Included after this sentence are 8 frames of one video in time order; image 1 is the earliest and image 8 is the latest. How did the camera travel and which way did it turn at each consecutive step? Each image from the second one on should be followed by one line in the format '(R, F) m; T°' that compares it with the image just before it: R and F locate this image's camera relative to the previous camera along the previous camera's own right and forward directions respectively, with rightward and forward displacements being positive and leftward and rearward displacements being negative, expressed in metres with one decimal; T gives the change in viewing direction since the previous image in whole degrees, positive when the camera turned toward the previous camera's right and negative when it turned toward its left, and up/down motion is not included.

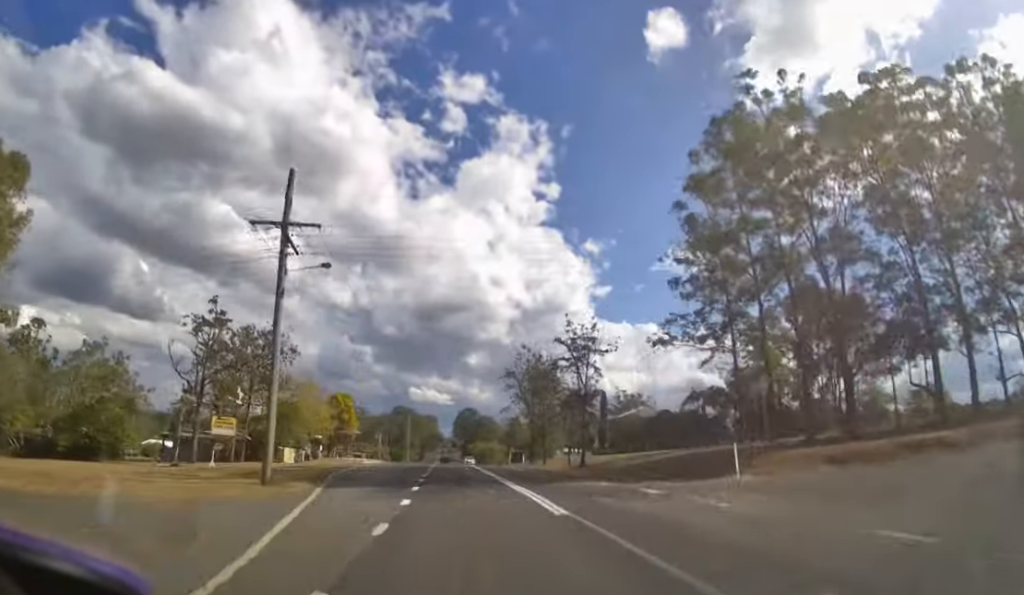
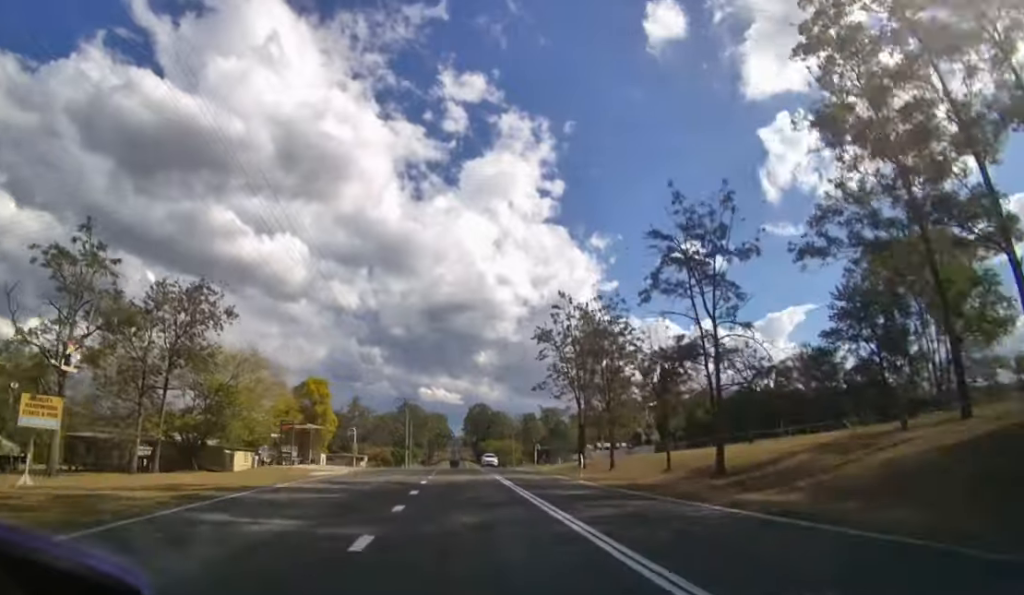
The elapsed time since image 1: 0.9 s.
(-0.2, +14.4) m; -1°
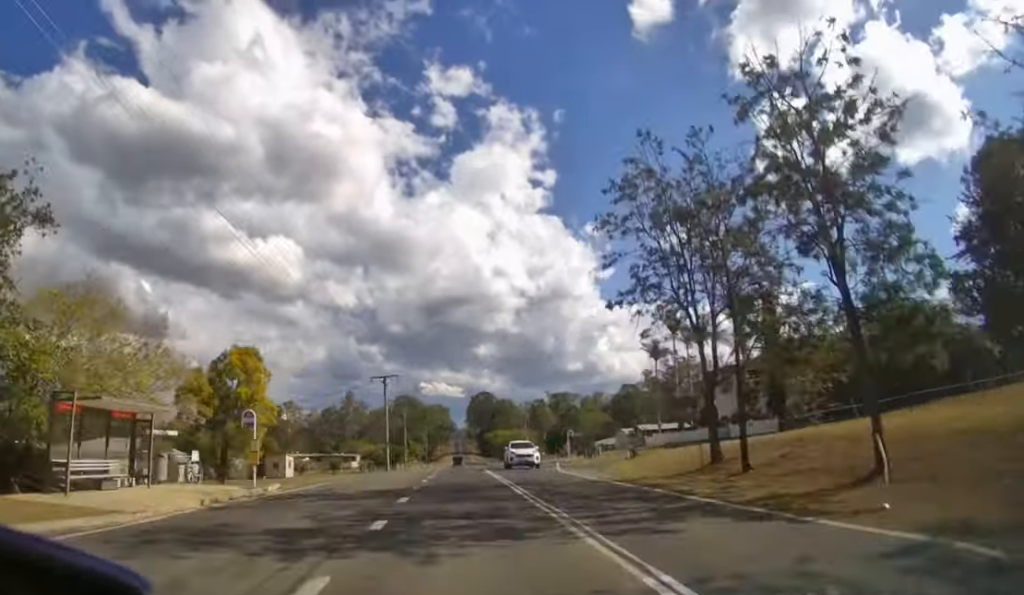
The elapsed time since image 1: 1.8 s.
(-0.1, +16.5) m; -1°
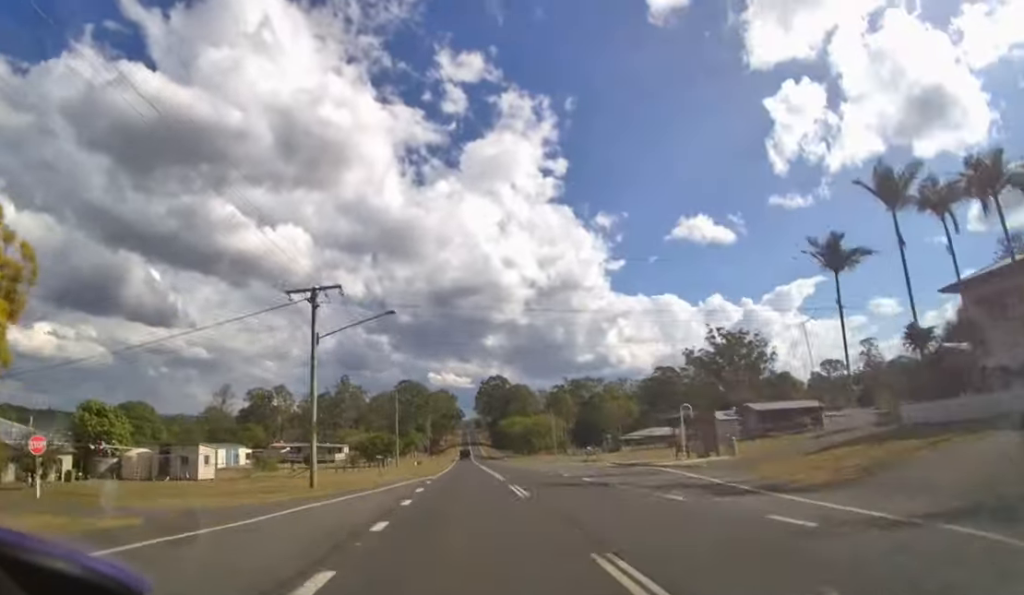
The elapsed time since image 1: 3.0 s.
(-0.3, +23.9) m; -1°
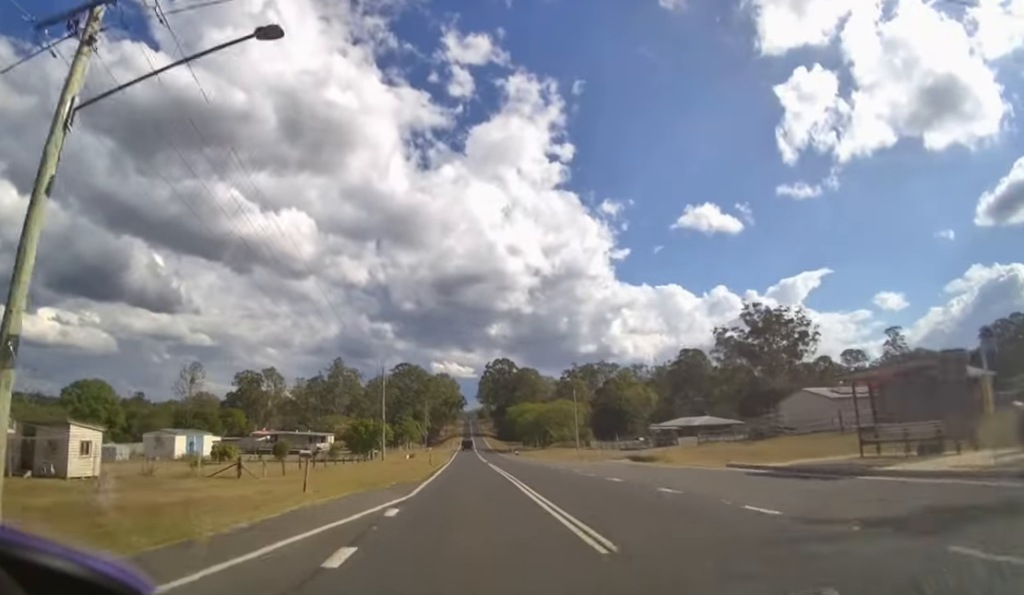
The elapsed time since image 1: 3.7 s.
(-0.1, +16.0) m; 0°
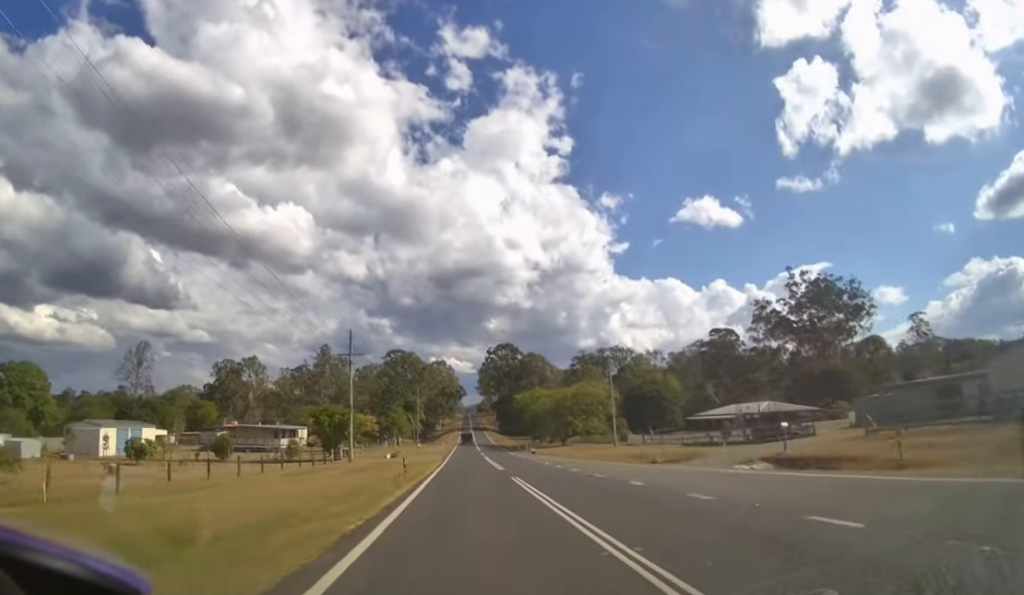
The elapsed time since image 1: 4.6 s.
(0.0, +19.9) m; 0°
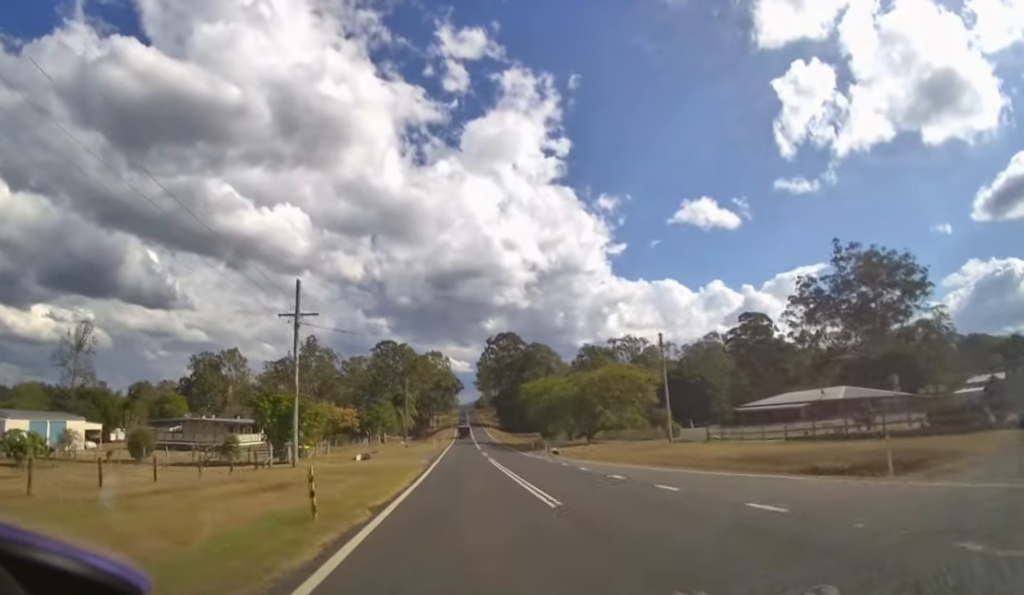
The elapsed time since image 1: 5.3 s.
(0.0, +16.8) m; 0°
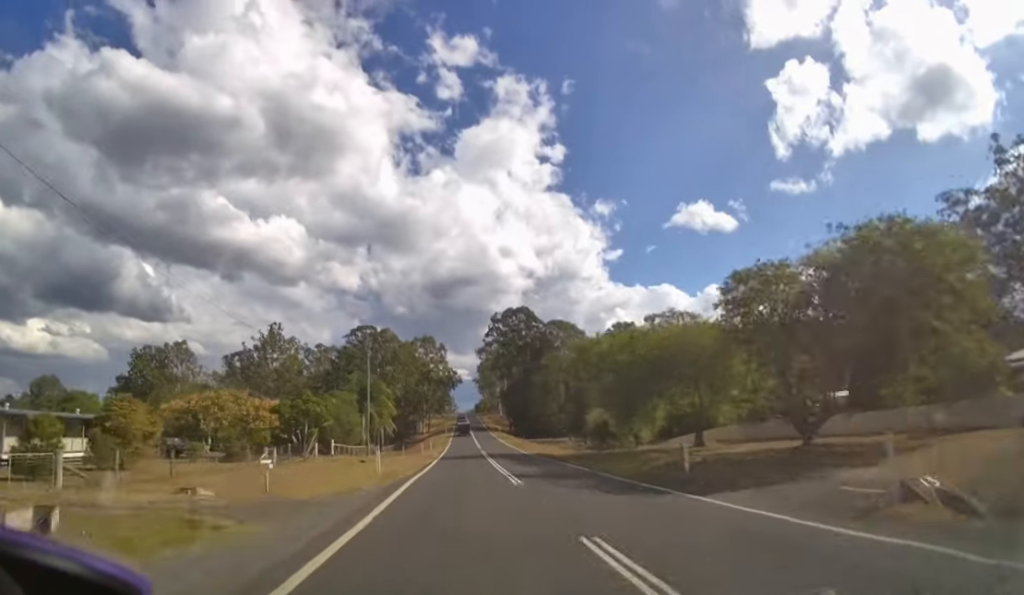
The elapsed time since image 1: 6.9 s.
(0.0, +35.4) m; 0°
